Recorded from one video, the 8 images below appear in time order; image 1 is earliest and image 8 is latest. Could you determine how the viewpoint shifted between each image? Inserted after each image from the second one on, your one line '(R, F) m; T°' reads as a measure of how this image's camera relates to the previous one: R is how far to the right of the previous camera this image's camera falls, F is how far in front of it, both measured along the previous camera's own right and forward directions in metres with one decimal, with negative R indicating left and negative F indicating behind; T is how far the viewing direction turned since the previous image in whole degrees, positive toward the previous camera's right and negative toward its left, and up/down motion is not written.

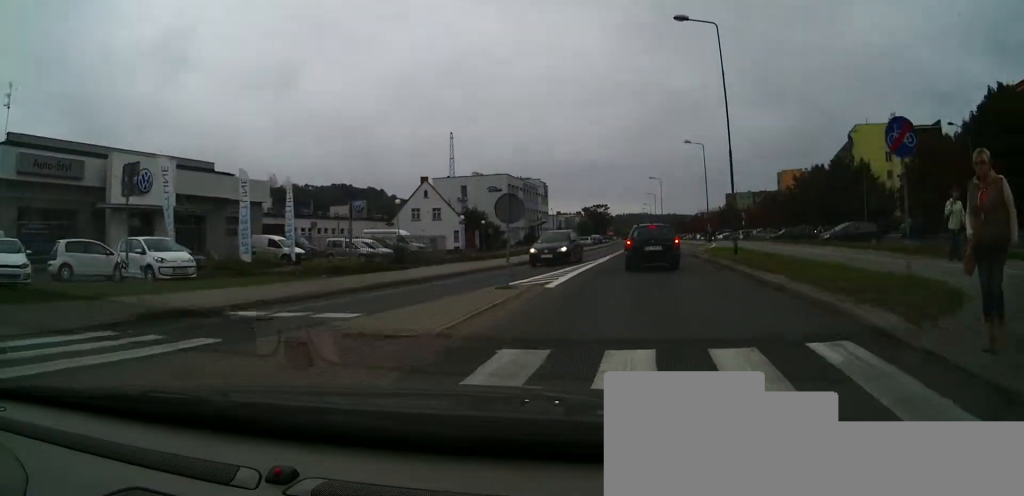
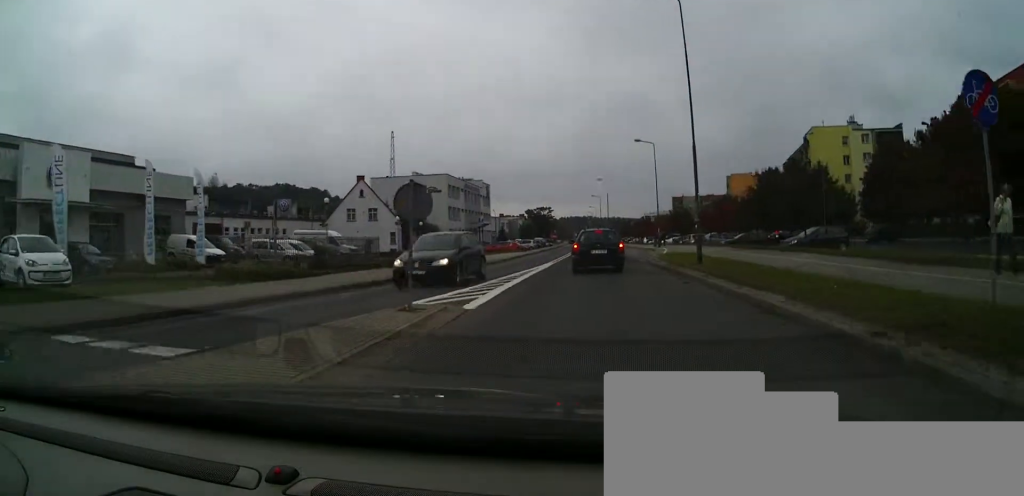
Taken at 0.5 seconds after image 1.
(+0.1, +3.5) m; +3°
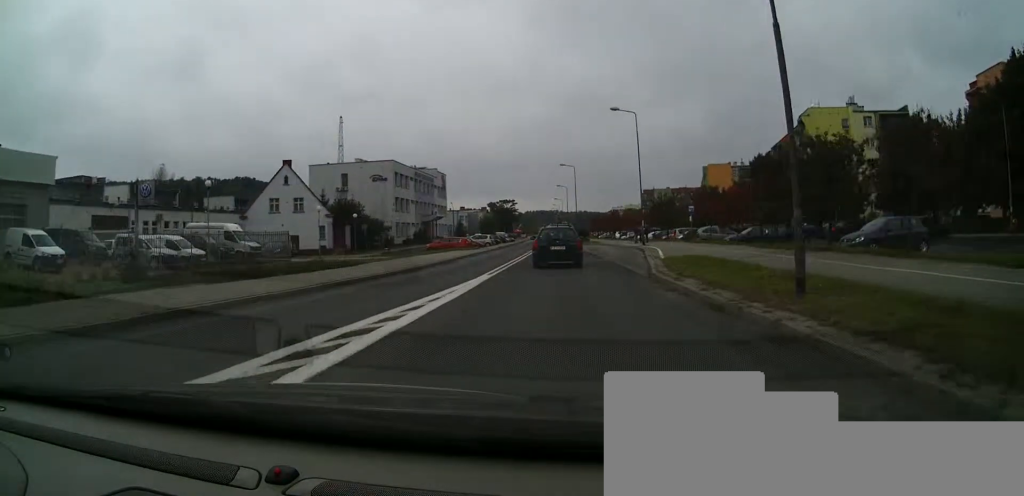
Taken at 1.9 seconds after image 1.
(+0.4, +11.5) m; +3°
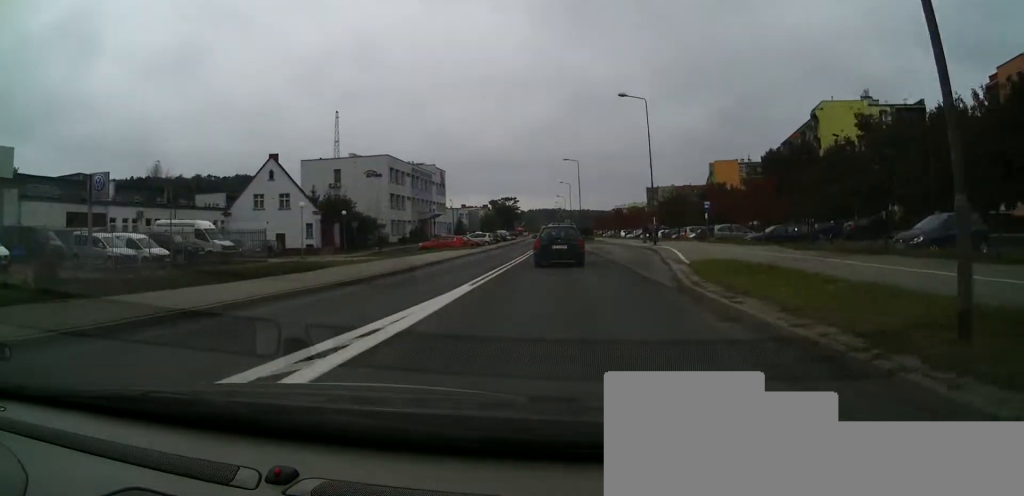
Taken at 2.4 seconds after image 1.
(0.0, +3.9) m; 0°
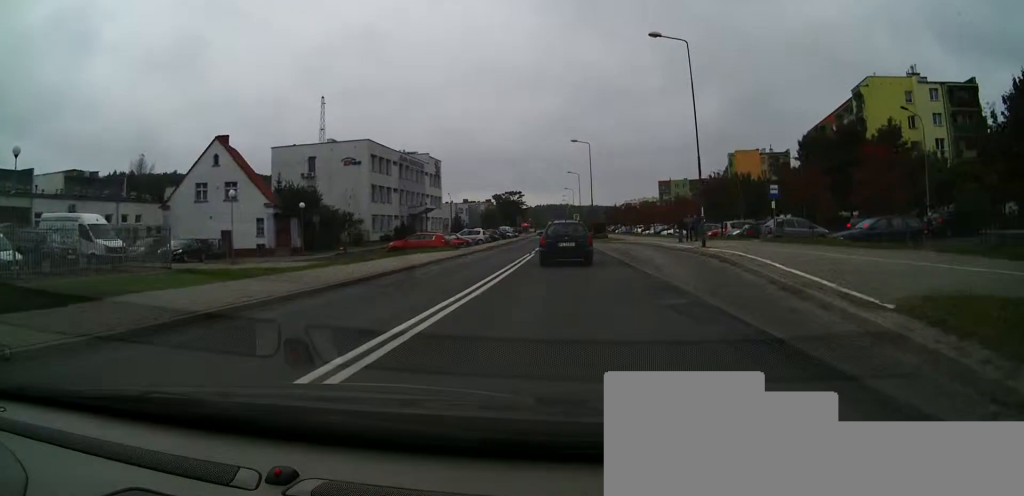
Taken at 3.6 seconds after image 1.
(-0.1, +11.6) m; -2°
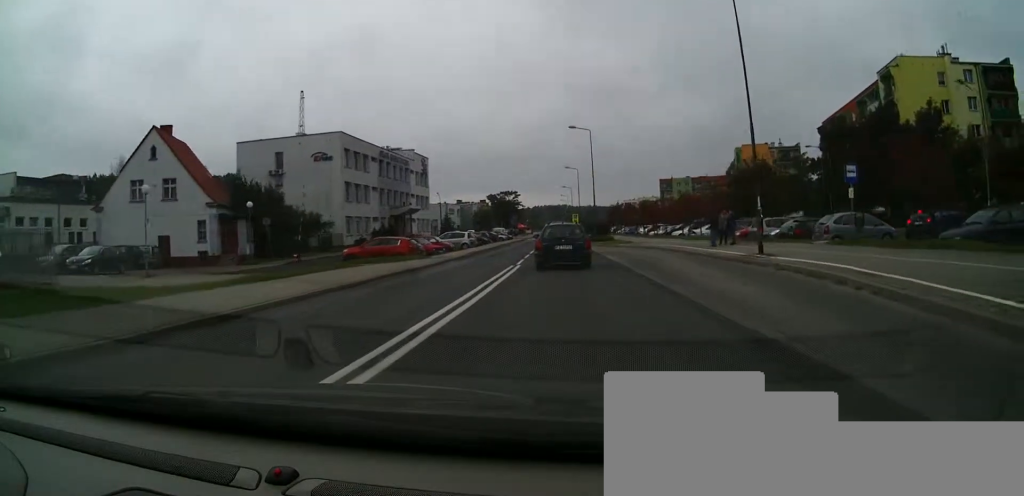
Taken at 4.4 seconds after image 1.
(-0.2, +8.6) m; +1°
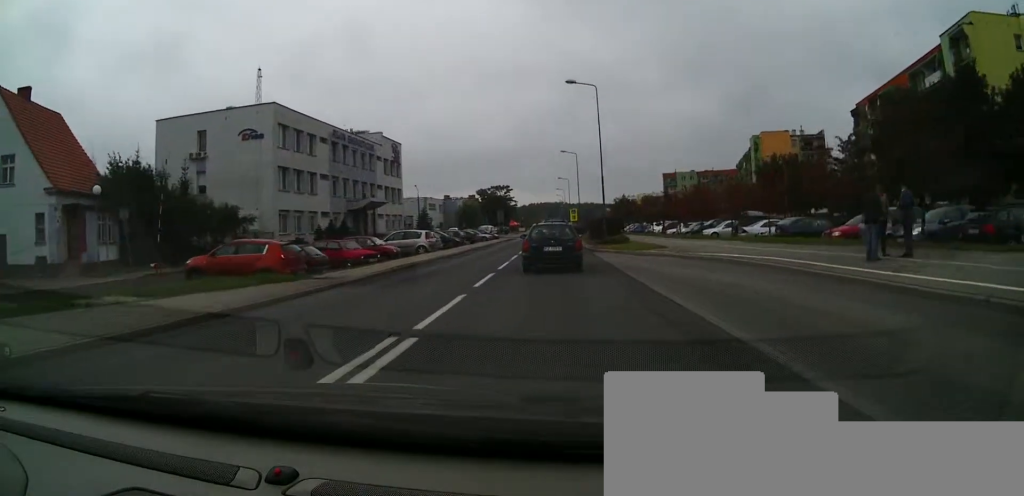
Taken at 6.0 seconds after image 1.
(+0.6, +15.5) m; +5°
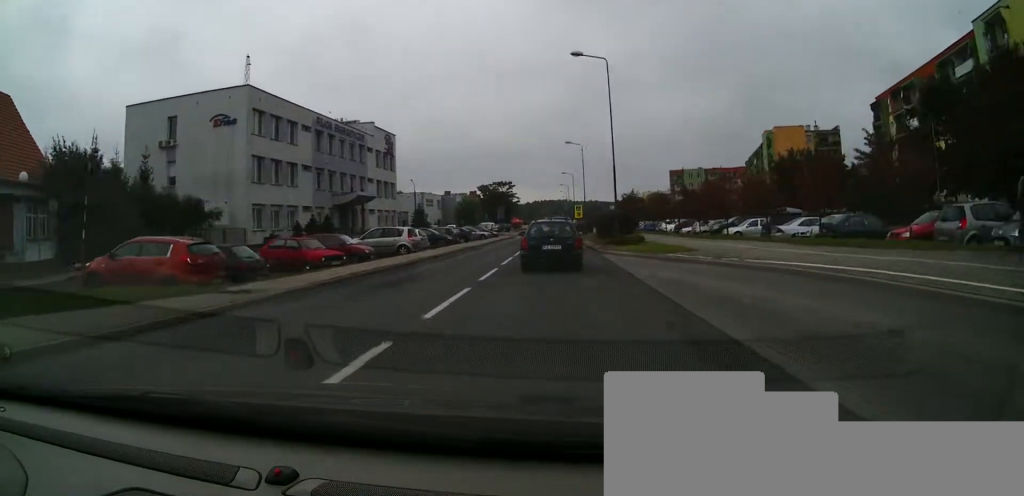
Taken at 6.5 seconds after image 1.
(+0.2, +5.3) m; +1°
